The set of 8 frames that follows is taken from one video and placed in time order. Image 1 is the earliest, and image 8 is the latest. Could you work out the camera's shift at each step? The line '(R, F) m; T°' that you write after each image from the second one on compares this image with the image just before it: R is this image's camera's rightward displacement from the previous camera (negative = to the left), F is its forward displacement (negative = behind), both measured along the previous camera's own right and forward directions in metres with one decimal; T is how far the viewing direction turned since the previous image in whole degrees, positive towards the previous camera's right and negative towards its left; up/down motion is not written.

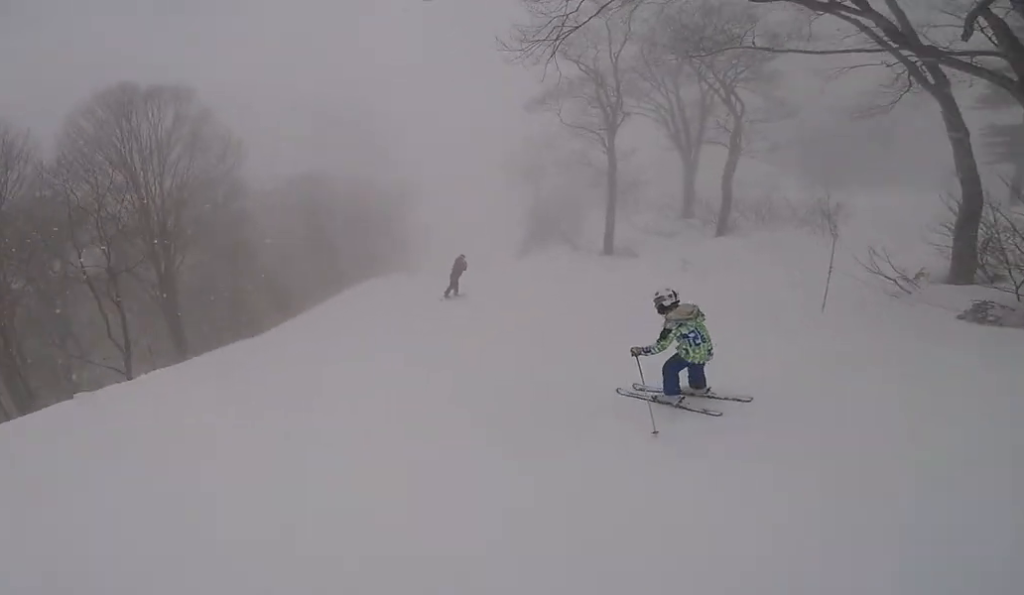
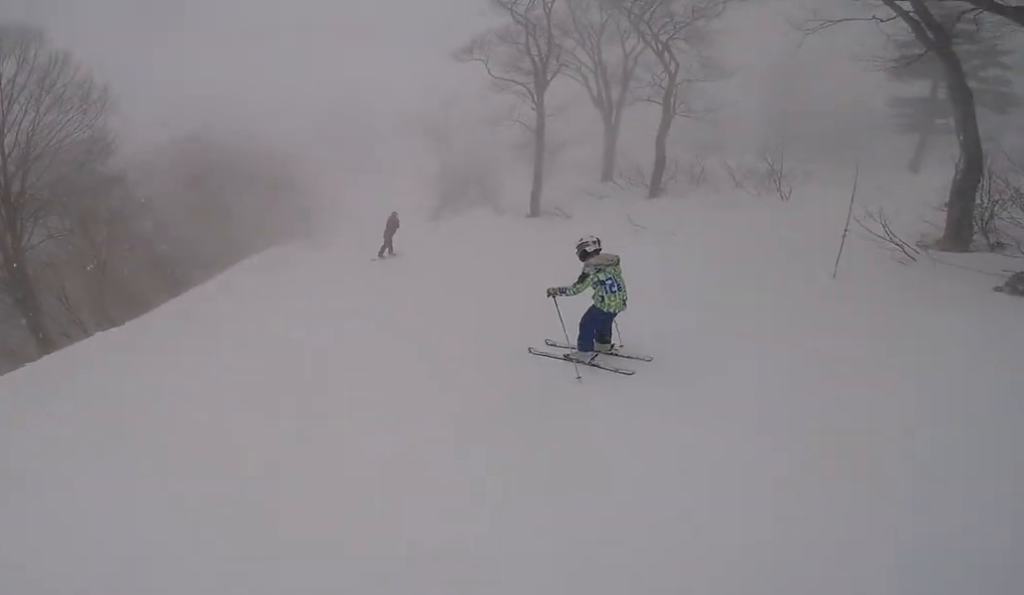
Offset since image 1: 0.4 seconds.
(-0.1, +2.3) m; +4°
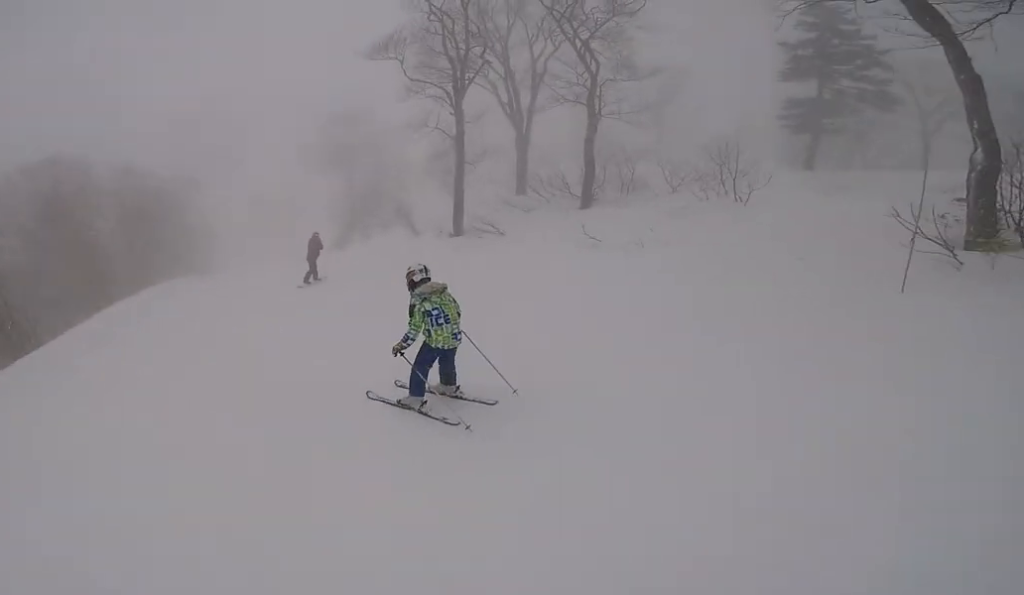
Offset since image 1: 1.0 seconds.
(+0.4, +3.0) m; +4°
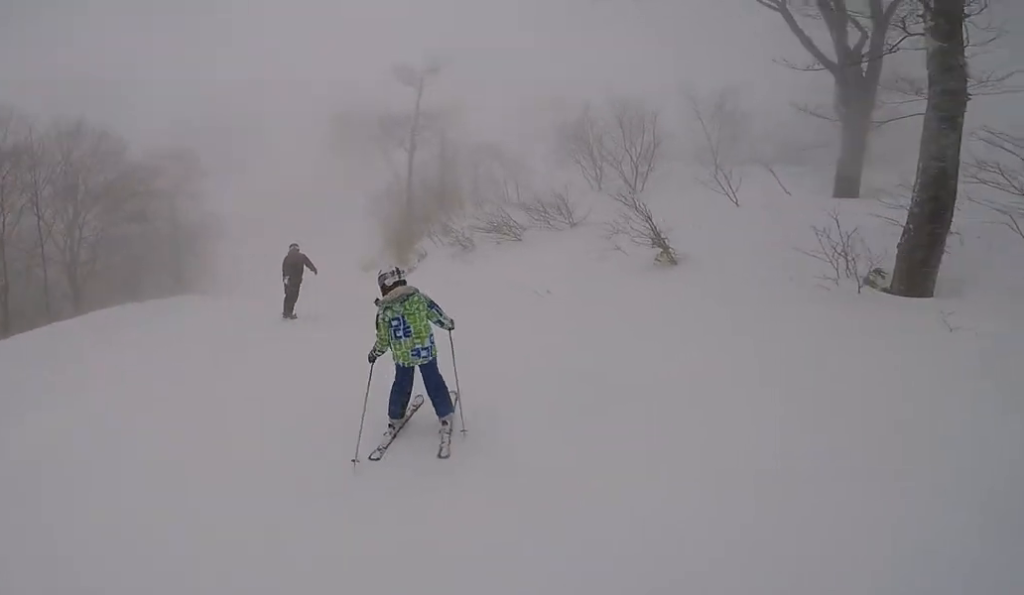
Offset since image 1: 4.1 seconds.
(-2.6, +13.7) m; -9°
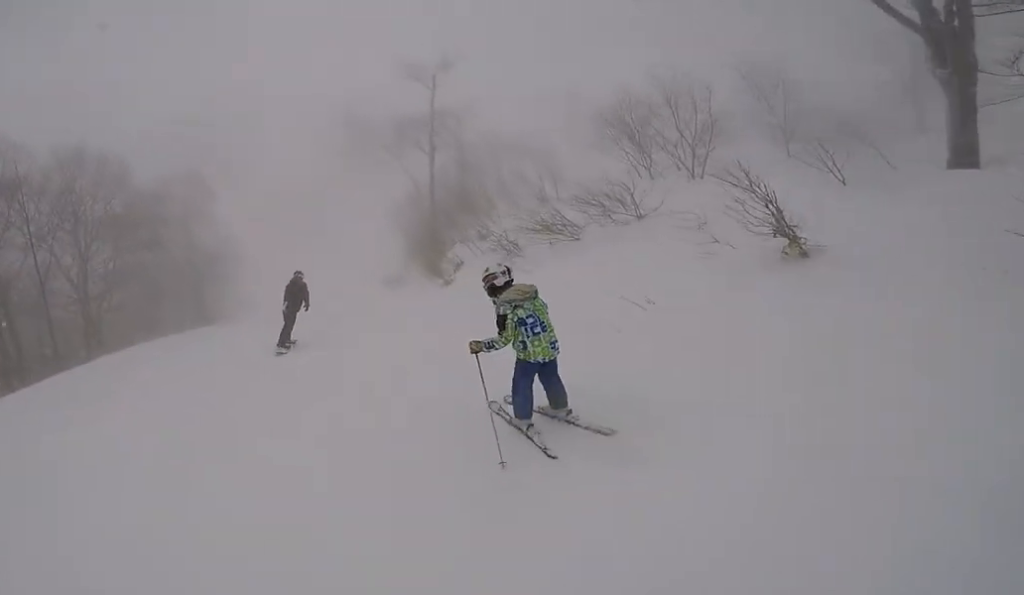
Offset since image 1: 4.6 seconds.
(+0.3, +2.0) m; +8°
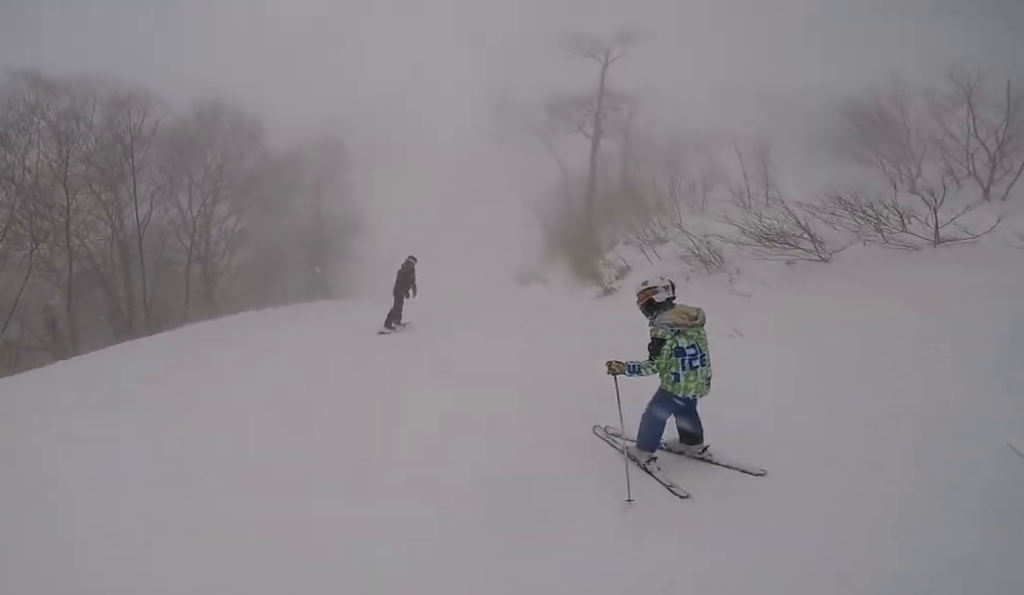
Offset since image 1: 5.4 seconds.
(+0.3, +3.0) m; -10°
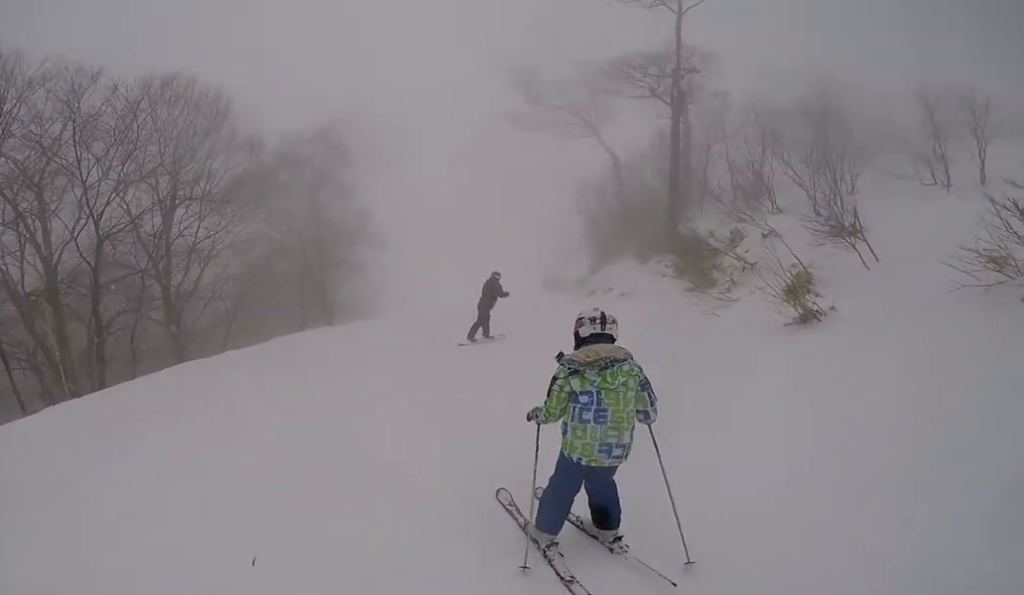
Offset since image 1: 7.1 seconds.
(-0.5, +5.0) m; -2°
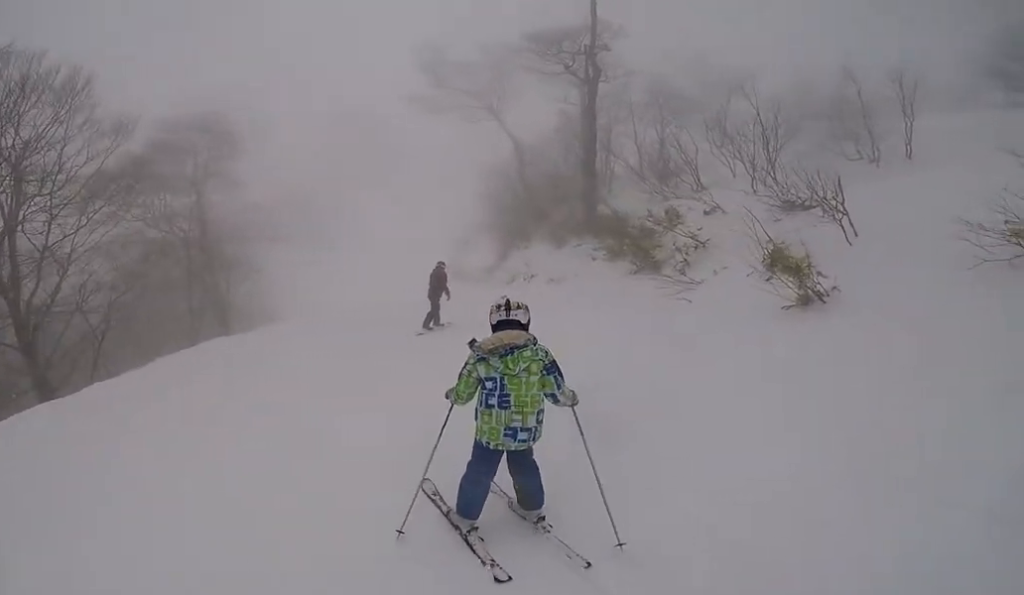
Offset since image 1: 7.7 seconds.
(+0.3, +1.9) m; 0°
